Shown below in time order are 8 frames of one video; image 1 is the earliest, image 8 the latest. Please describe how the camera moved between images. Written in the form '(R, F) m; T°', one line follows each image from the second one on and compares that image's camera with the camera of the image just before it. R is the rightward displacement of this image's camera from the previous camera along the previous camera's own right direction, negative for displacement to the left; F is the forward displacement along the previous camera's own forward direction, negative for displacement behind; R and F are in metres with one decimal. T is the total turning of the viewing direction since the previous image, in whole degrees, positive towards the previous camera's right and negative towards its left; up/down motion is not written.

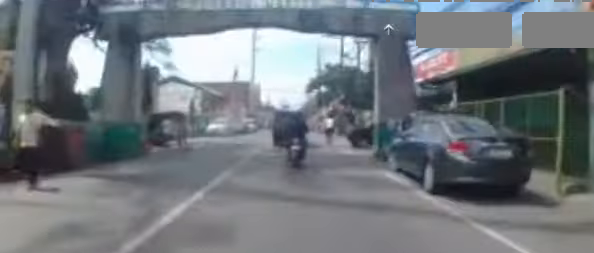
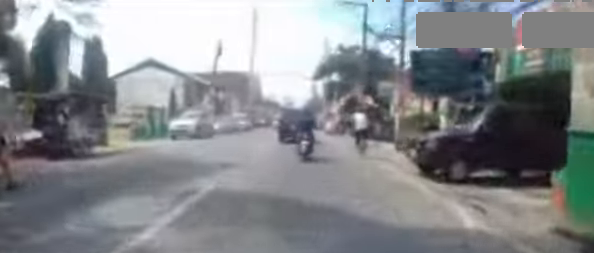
(0.0, +9.8) m; 0°
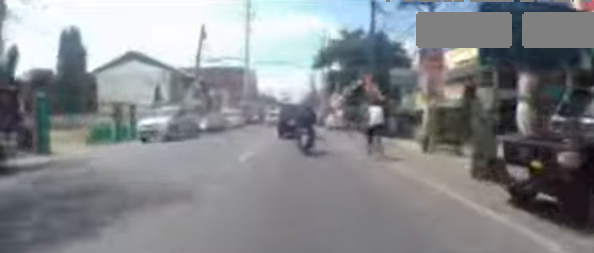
(0.0, +3.5) m; +2°
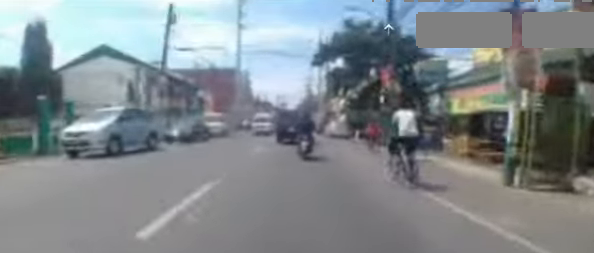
(-0.1, +5.2) m; +3°
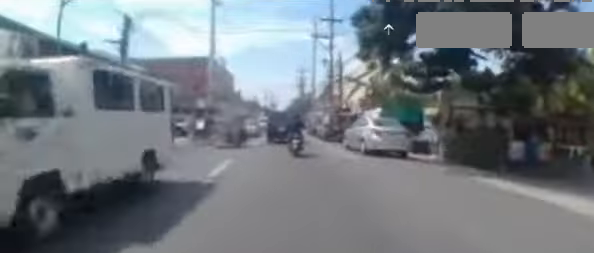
(-0.3, +14.3) m; -5°
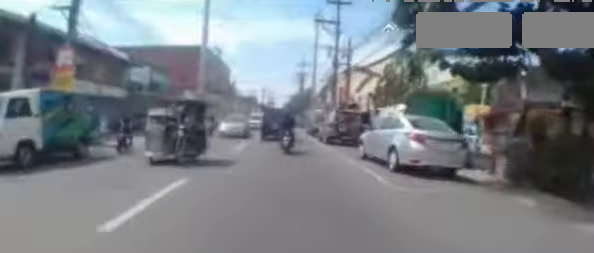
(0.0, +3.9) m; +2°
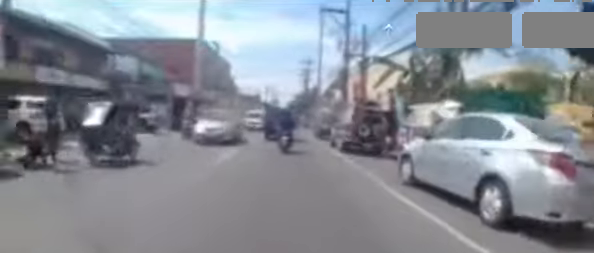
(+0.1, +3.5) m; +1°
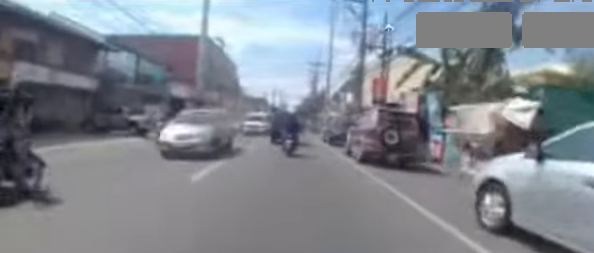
(+0.1, +2.7) m; 0°
